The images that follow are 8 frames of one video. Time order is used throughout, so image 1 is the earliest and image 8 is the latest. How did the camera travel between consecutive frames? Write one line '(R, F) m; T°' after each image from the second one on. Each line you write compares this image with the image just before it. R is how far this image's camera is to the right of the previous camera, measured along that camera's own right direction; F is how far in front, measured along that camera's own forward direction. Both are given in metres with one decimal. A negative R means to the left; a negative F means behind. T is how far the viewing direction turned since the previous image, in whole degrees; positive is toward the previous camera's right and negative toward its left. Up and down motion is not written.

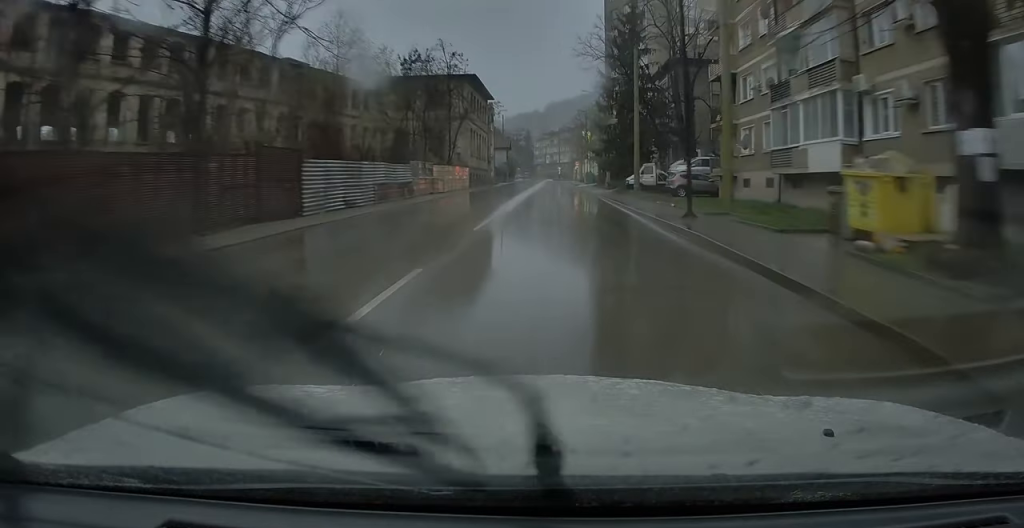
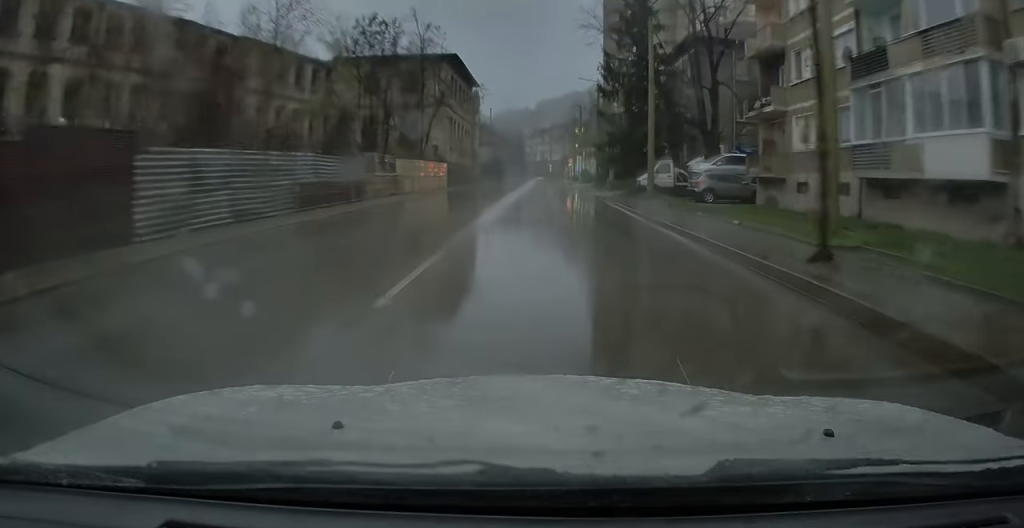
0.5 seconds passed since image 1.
(0.0, +7.3) m; 0°
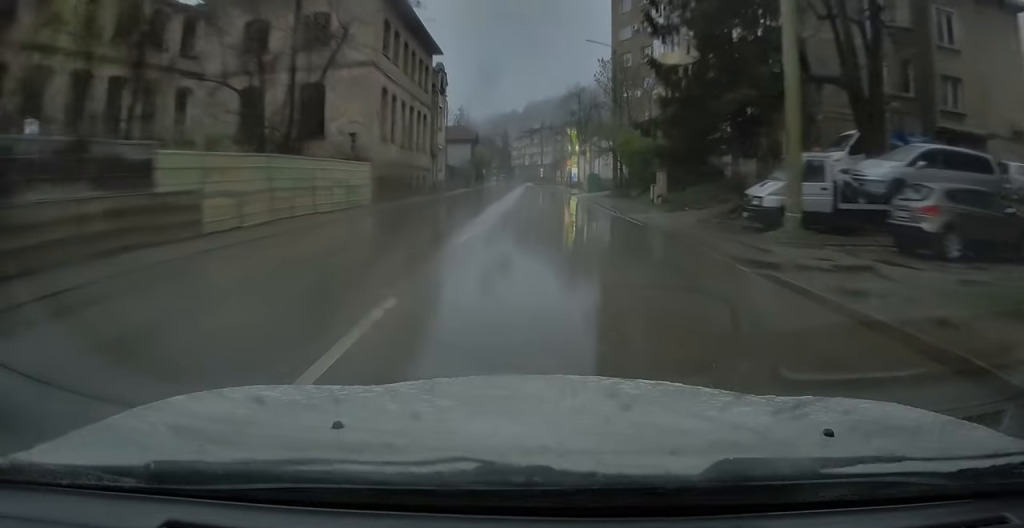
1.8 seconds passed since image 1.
(+0.1, +18.6) m; 0°
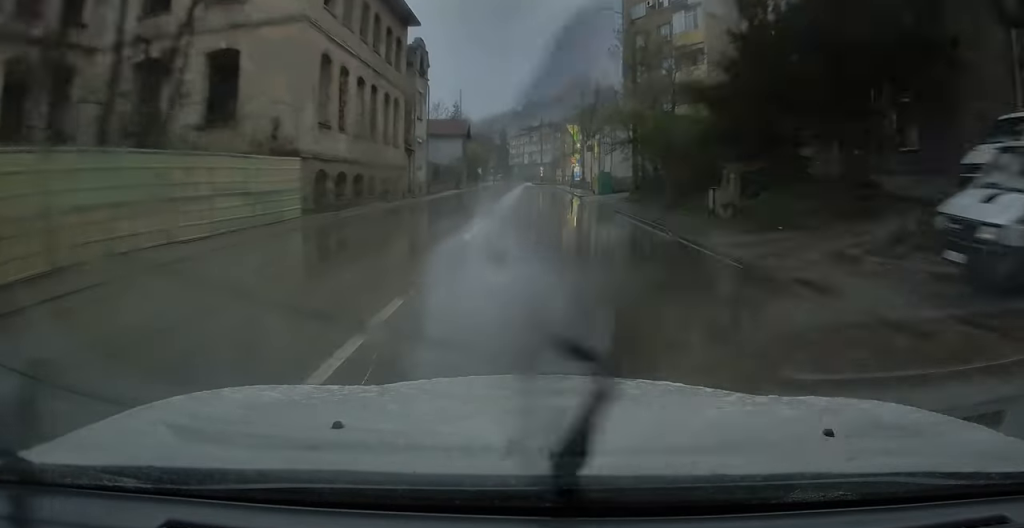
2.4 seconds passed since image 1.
(0.0, +8.9) m; 0°
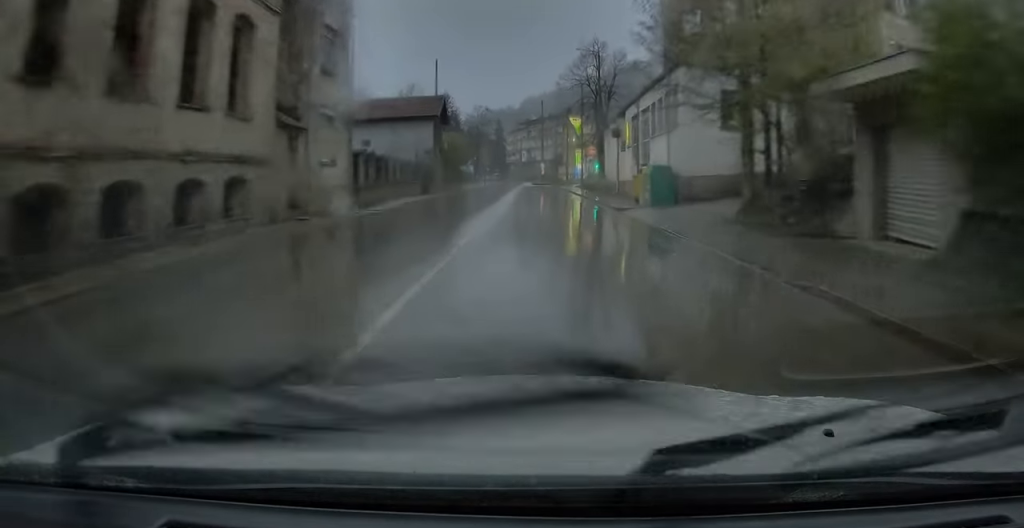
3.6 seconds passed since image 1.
(+0.1, +16.0) m; 0°
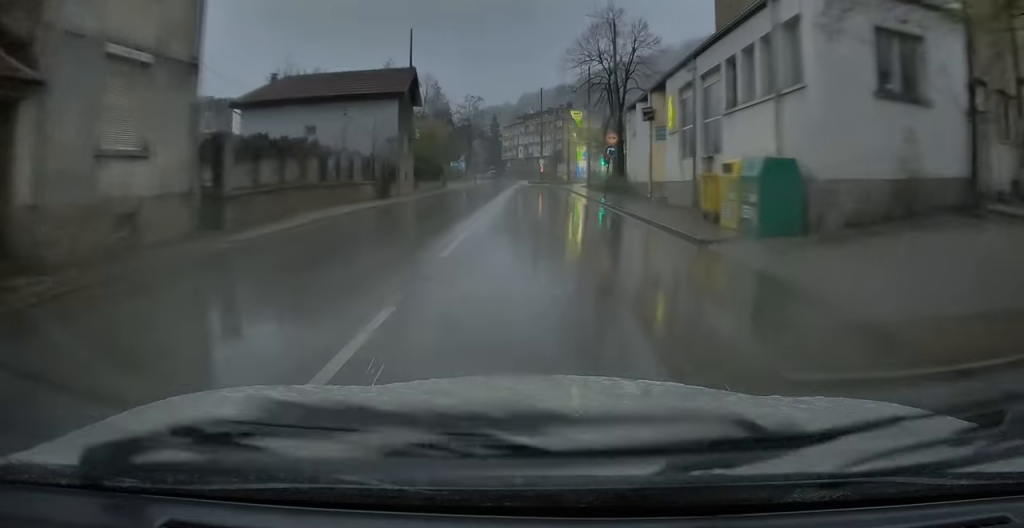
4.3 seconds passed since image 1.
(0.0, +10.4) m; 0°
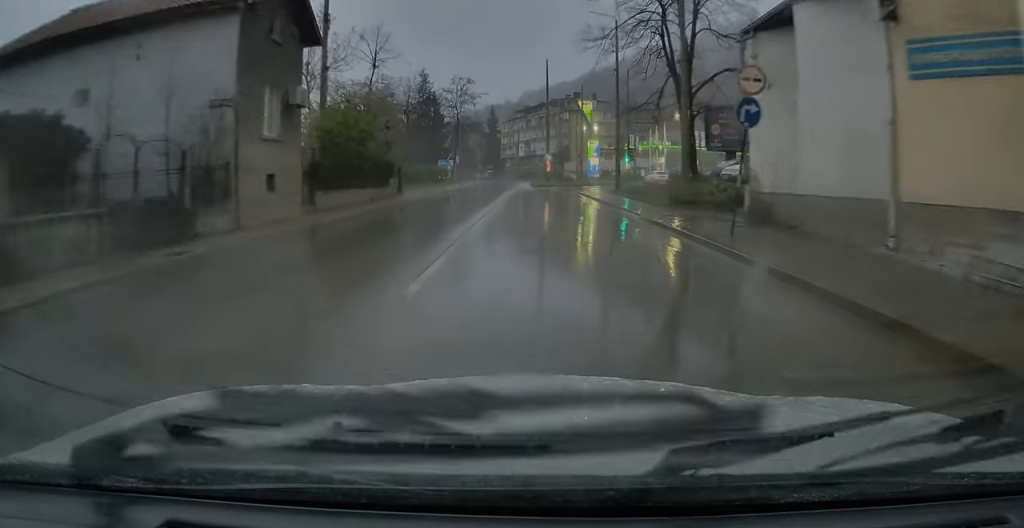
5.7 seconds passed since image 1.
(0.0, +19.0) m; 0°
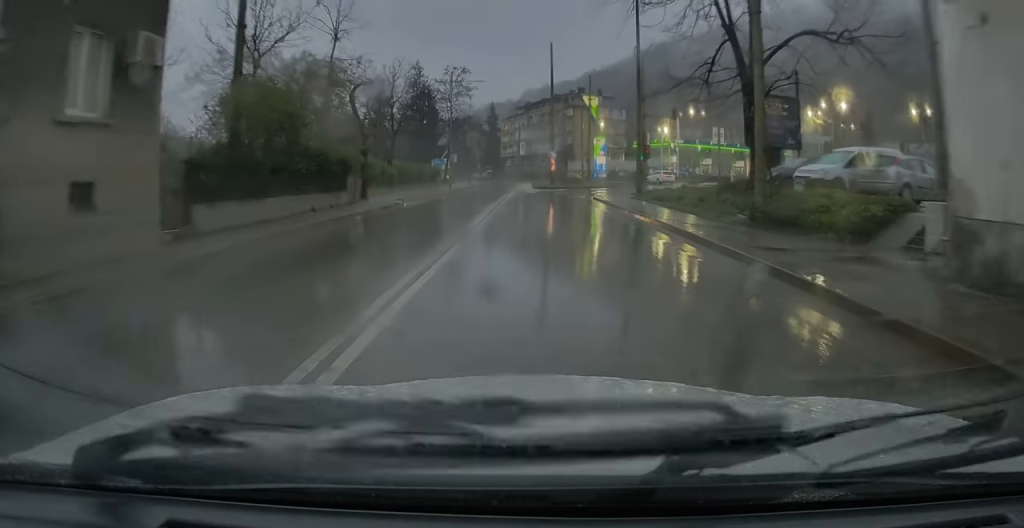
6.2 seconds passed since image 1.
(0.0, +8.1) m; 0°
